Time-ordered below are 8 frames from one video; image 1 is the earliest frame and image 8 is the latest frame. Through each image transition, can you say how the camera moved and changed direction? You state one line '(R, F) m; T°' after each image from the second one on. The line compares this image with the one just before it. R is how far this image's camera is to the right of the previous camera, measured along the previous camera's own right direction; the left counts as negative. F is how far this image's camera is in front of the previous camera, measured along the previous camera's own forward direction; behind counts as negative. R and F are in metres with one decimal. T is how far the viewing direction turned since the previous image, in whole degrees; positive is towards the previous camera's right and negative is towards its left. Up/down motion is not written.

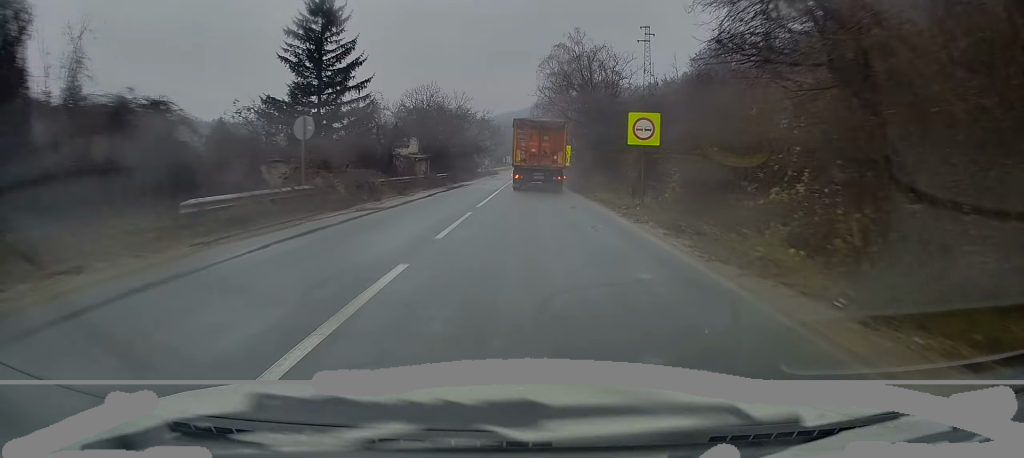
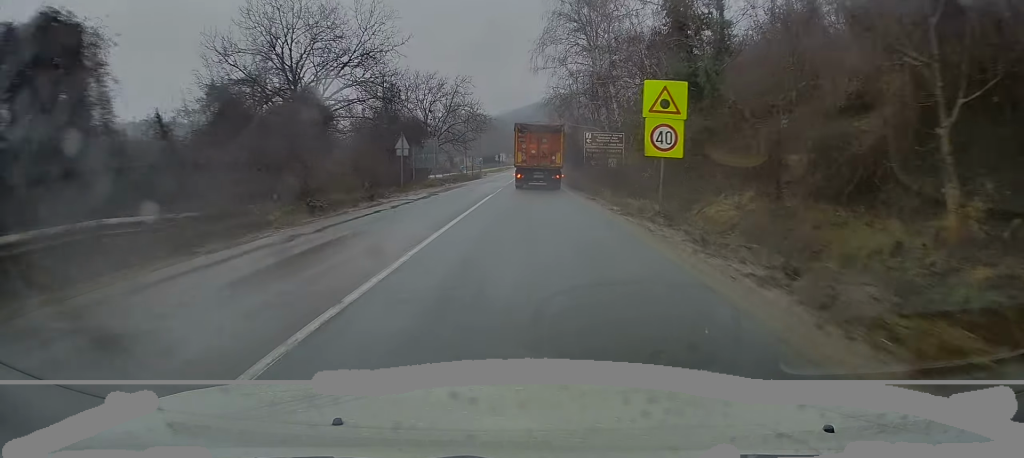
(-0.2, +45.0) m; +1°
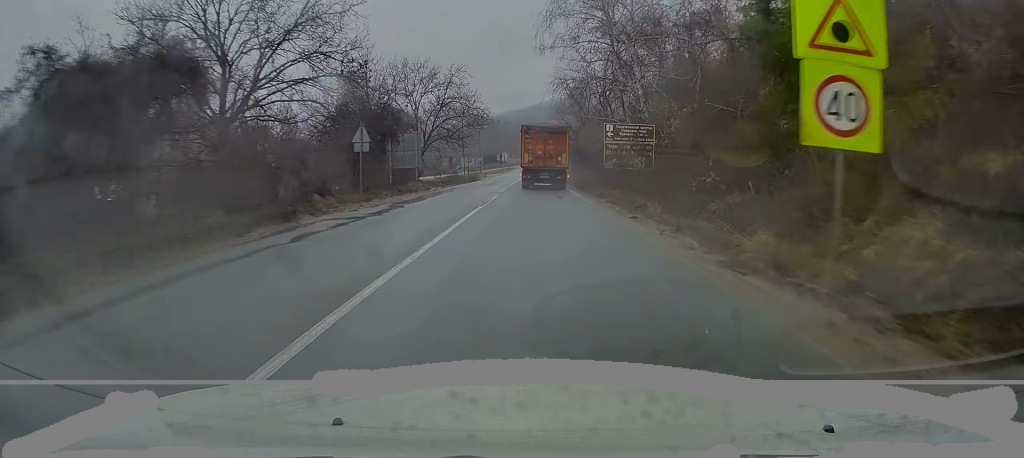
(+0.2, +9.0) m; 0°
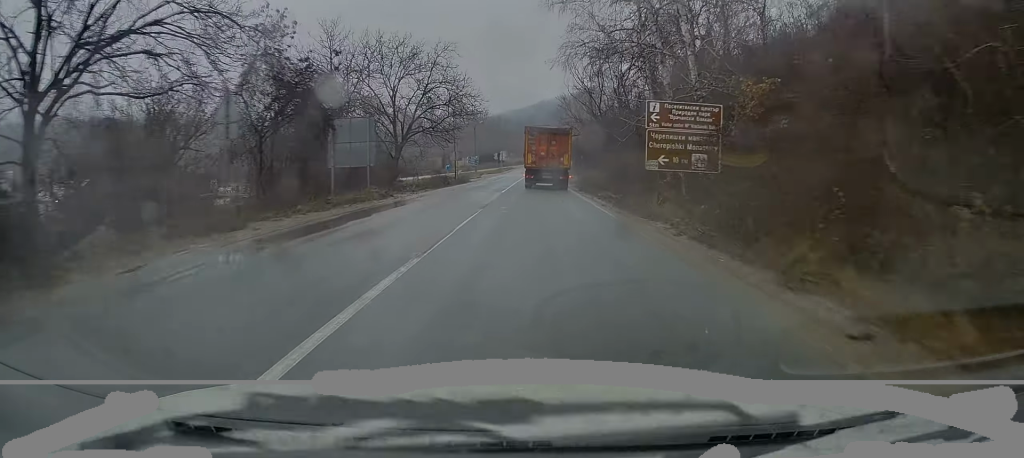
(+0.1, +11.5) m; 0°
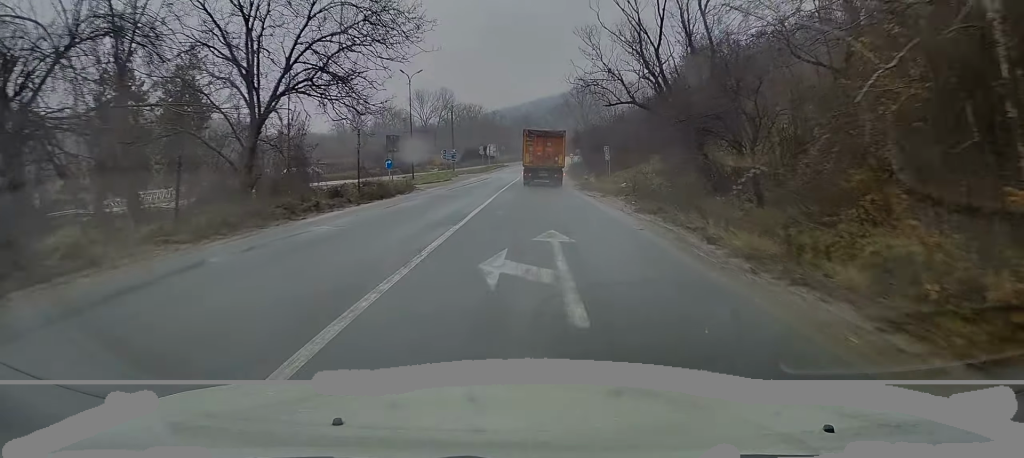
(-0.1, +28.7) m; 0°
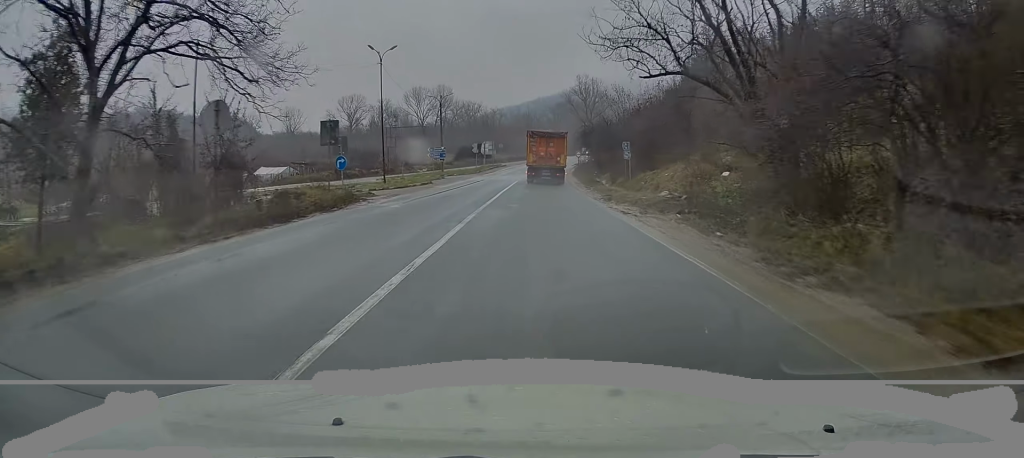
(-0.3, +11.2) m; 0°
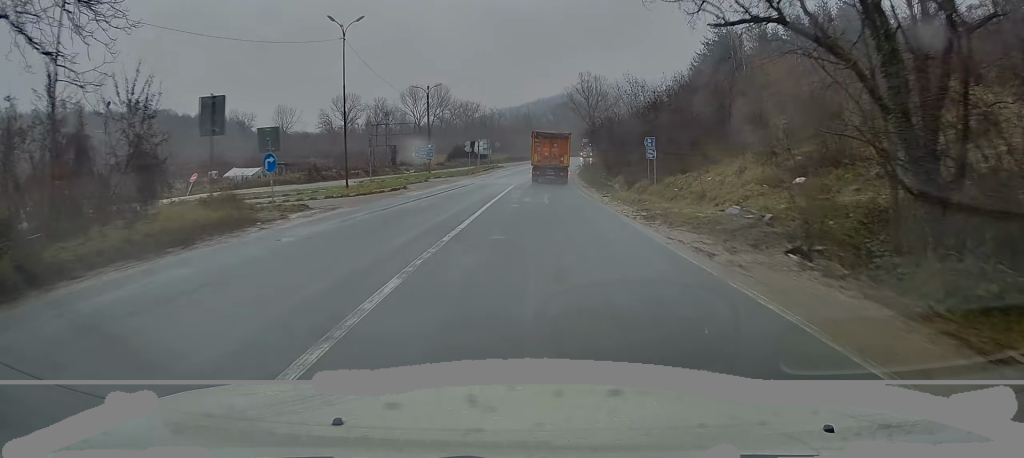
(+0.1, +9.0) m; +1°
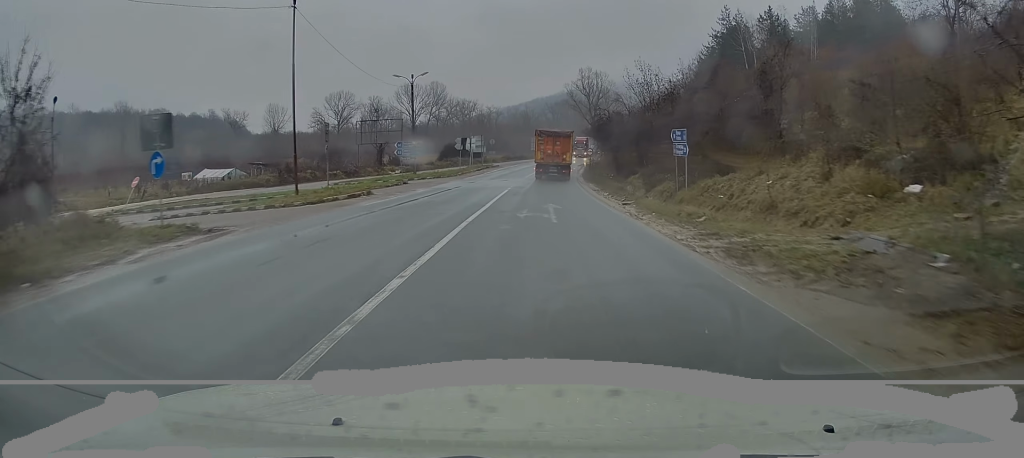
(+0.1, +7.5) m; +1°
